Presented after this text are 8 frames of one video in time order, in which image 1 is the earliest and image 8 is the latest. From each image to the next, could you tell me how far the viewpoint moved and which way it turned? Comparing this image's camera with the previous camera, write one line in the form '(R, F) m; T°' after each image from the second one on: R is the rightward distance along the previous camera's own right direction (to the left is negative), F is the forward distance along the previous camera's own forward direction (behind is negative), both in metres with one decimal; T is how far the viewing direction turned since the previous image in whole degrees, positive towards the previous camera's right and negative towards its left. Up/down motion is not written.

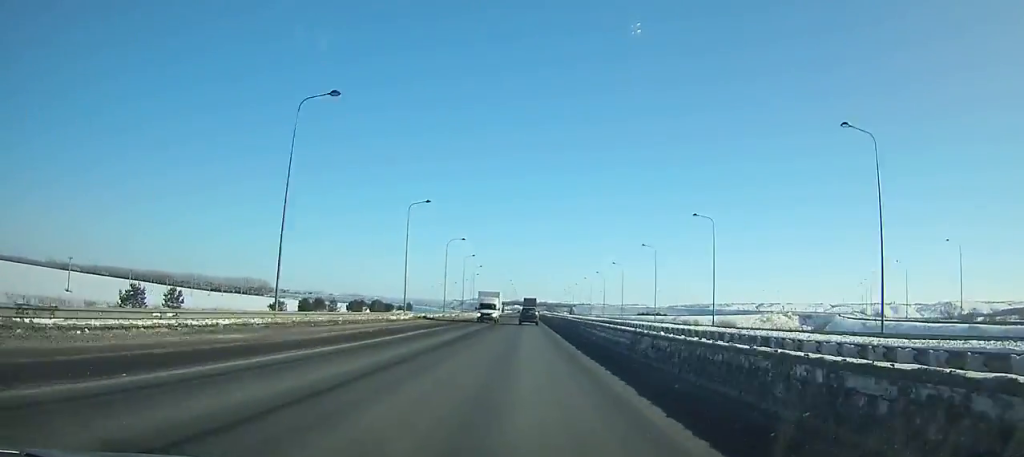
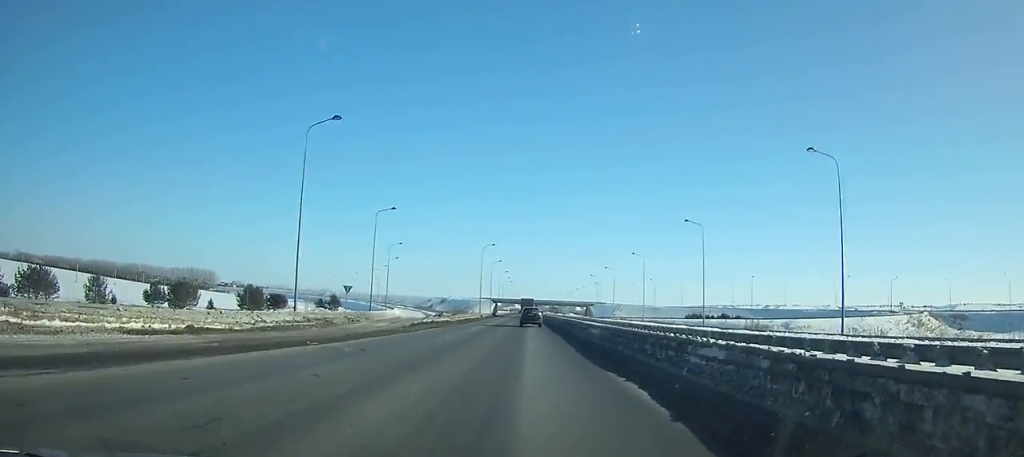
(-0.4, +110.9) m; 0°
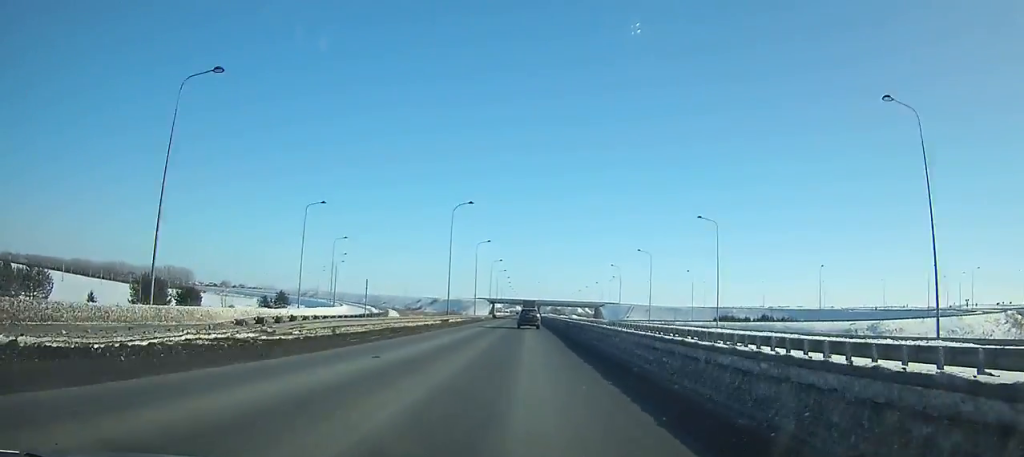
(0.0, +37.6) m; 0°
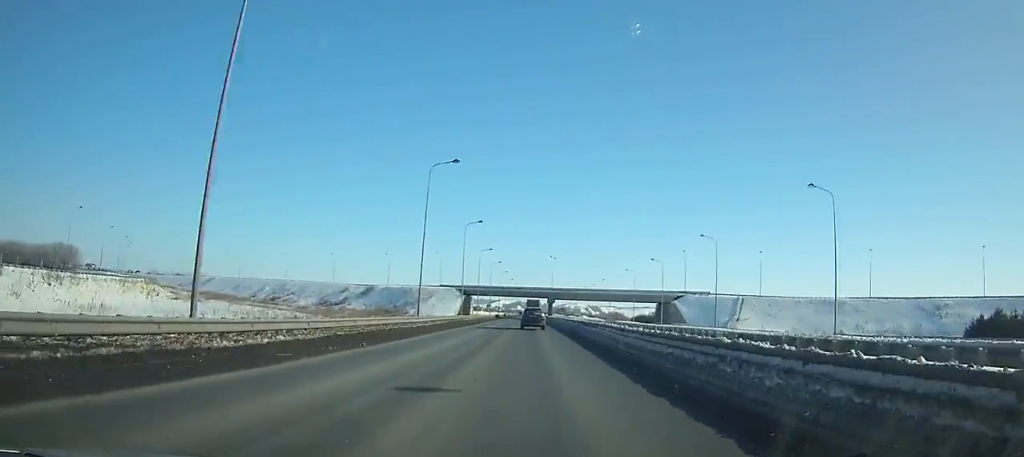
(+0.6, +139.0) m; 0°
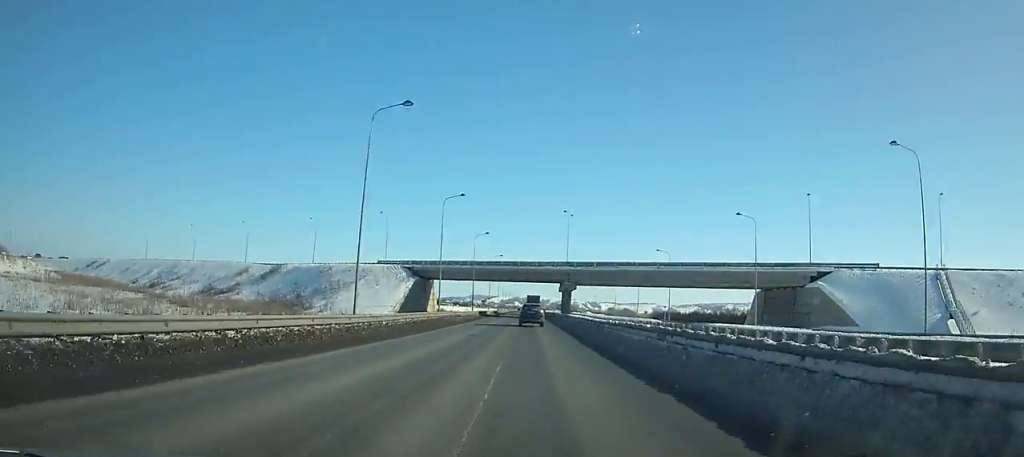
(-0.1, +70.4) m; 0°
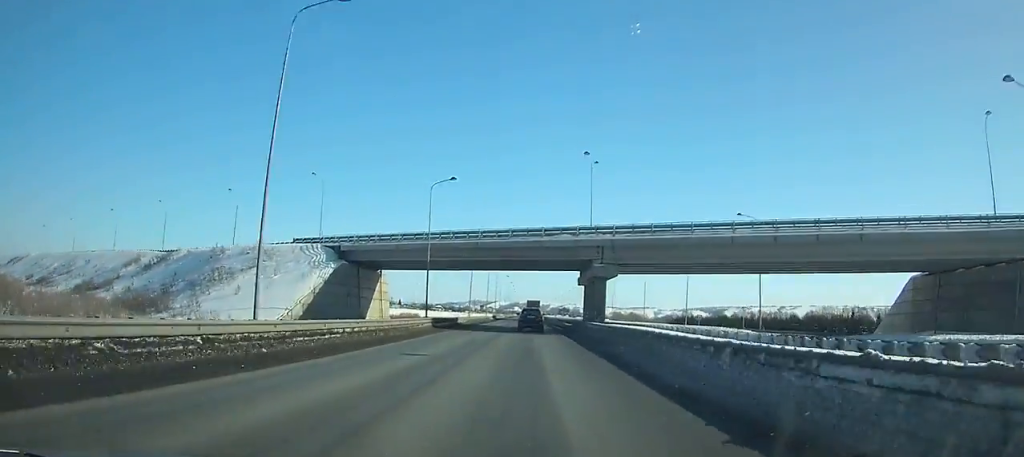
(0.0, +38.9) m; 0°
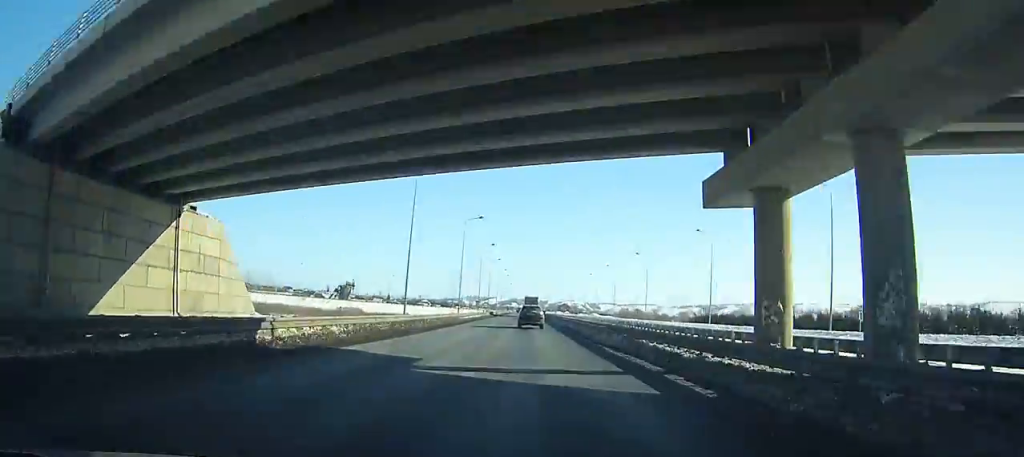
(0.0, +41.4) m; 0°
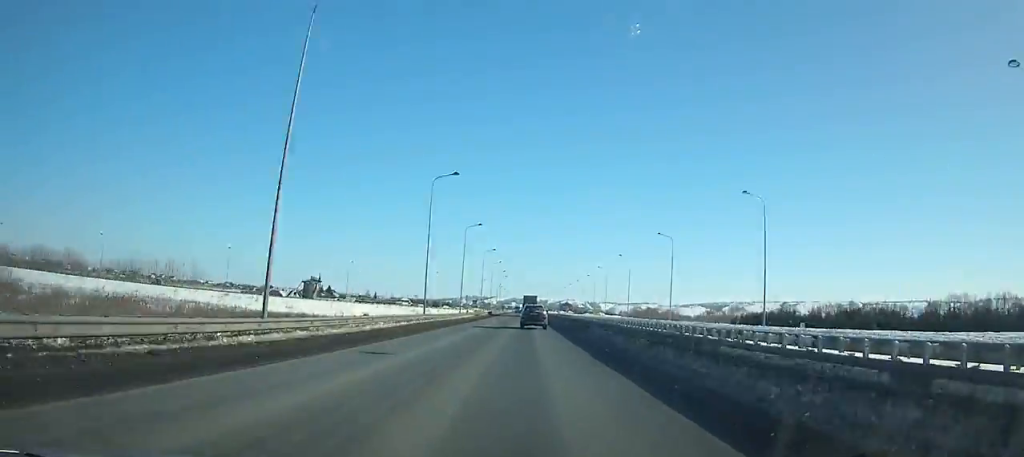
(0.0, +51.0) m; 0°
